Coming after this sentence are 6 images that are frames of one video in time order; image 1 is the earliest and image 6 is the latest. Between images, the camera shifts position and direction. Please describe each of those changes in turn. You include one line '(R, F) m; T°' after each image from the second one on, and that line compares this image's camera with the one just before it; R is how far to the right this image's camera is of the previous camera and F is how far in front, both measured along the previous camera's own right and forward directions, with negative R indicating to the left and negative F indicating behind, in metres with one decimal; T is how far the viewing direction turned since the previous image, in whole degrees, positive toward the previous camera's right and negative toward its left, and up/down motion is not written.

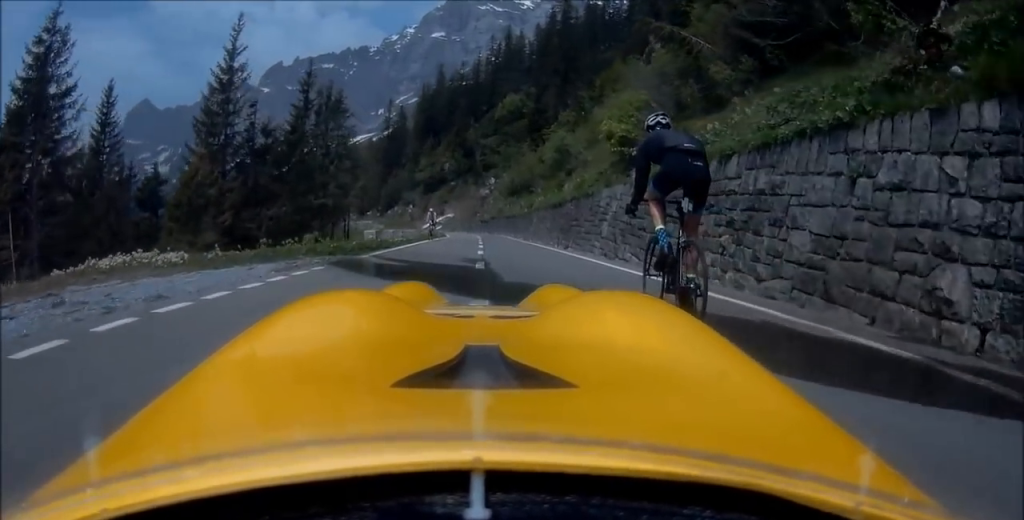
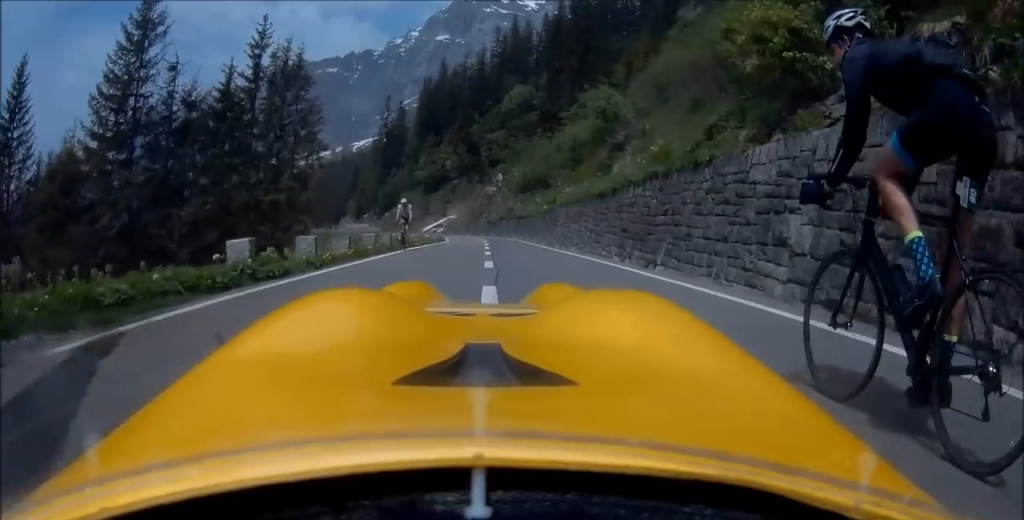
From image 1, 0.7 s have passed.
(-1.5, +10.9) m; -11°
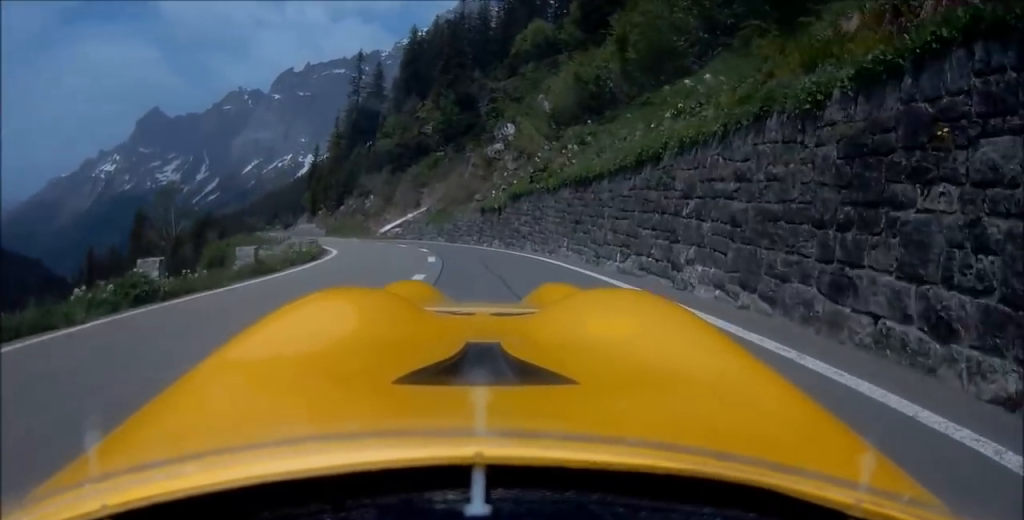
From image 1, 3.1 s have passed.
(-12.4, +34.3) m; -33°
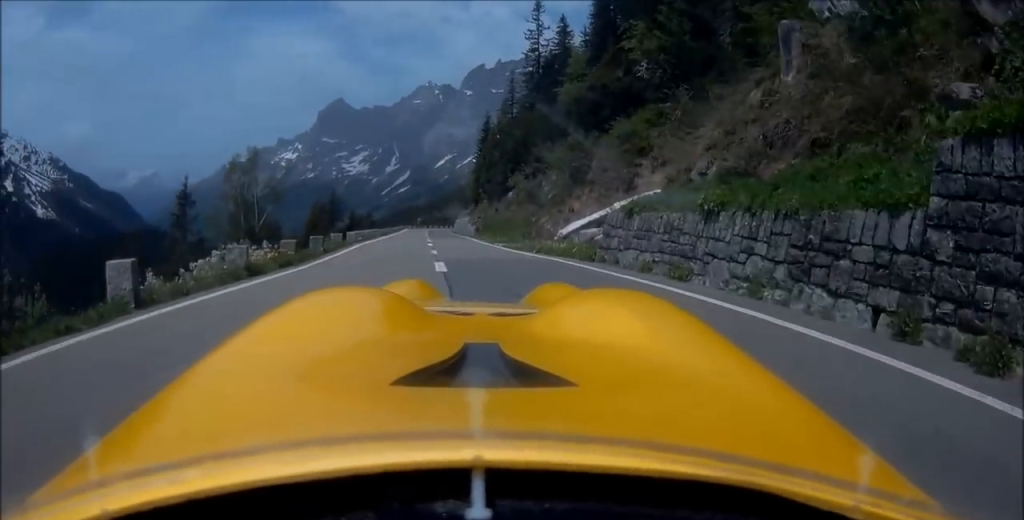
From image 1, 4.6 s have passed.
(-0.9, +25.1) m; -1°
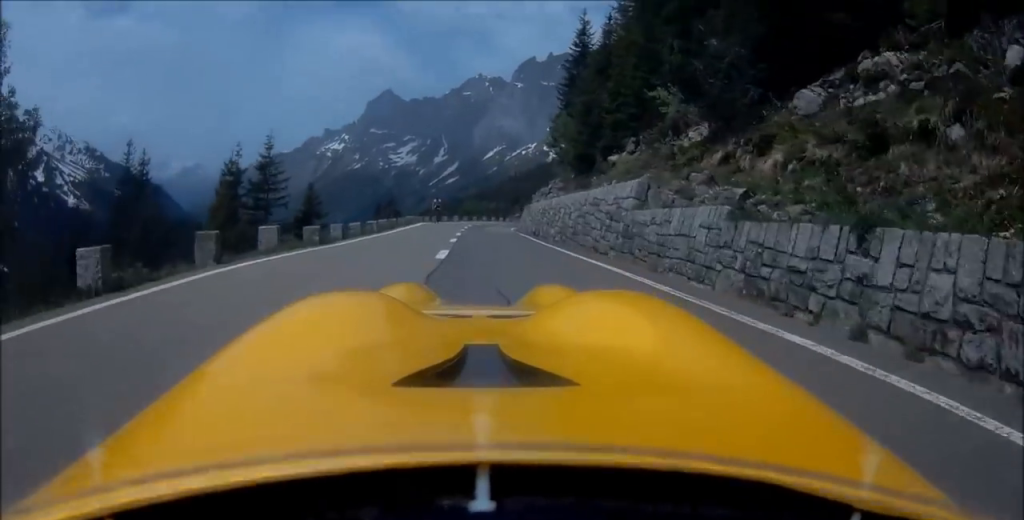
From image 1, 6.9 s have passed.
(-1.5, +38.4) m; -14°
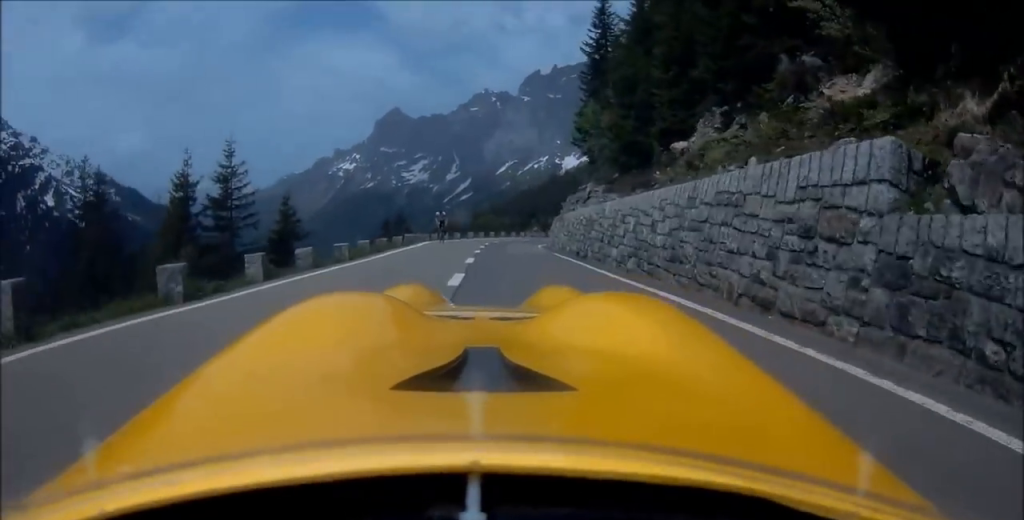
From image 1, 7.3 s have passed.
(-1.1, +7.5) m; -3°
